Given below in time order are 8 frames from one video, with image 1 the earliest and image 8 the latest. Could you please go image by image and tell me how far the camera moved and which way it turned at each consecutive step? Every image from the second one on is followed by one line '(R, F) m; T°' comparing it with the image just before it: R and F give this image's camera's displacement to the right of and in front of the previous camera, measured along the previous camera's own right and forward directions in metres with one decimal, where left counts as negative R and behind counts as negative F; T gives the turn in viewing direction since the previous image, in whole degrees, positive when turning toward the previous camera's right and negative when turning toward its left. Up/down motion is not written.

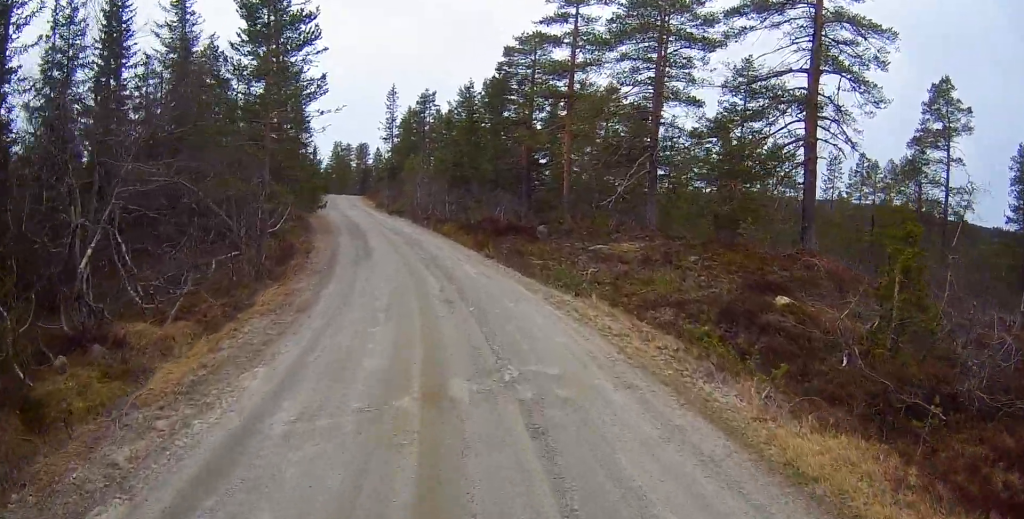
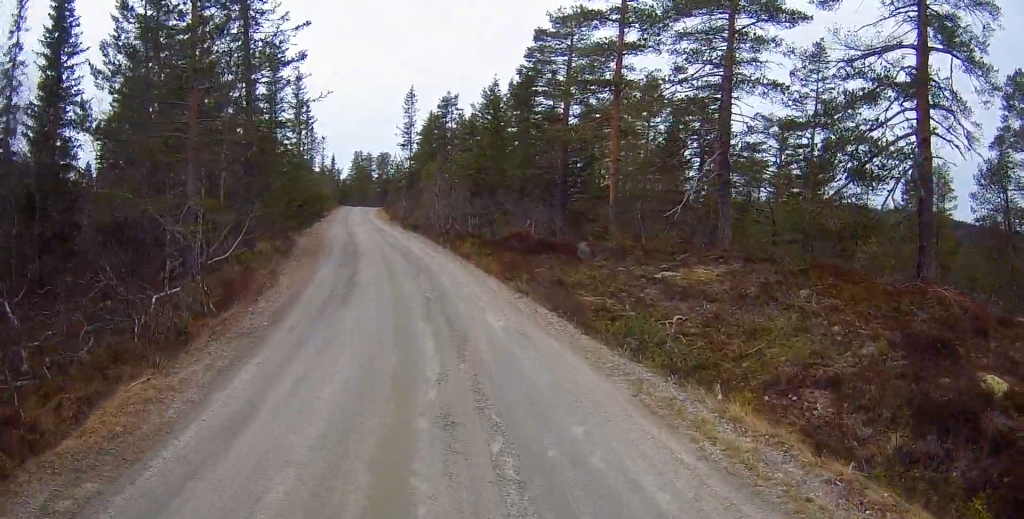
(-0.1, +6.3) m; -2°
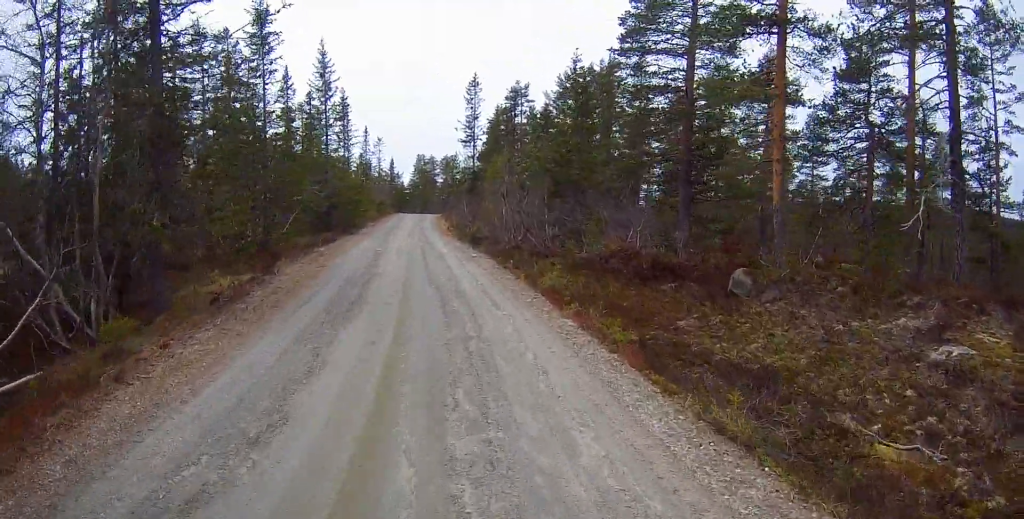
(-0.4, +9.7) m; -4°
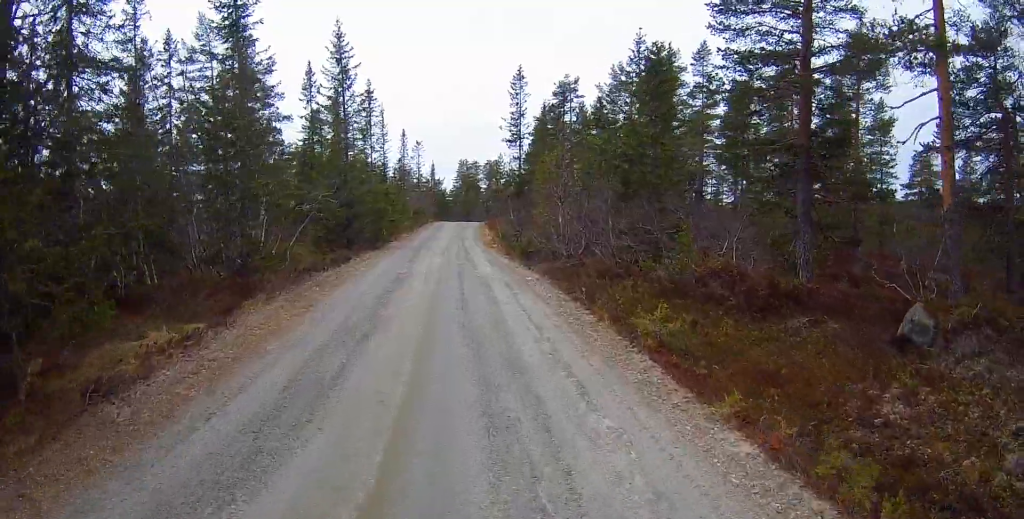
(-0.1, +5.7) m; -4°
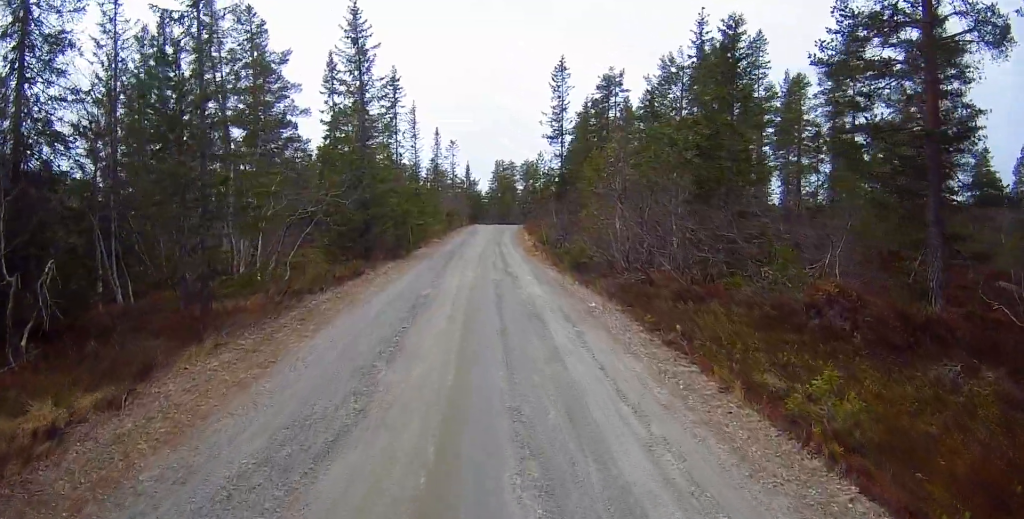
(-0.2, +4.3) m; -4°
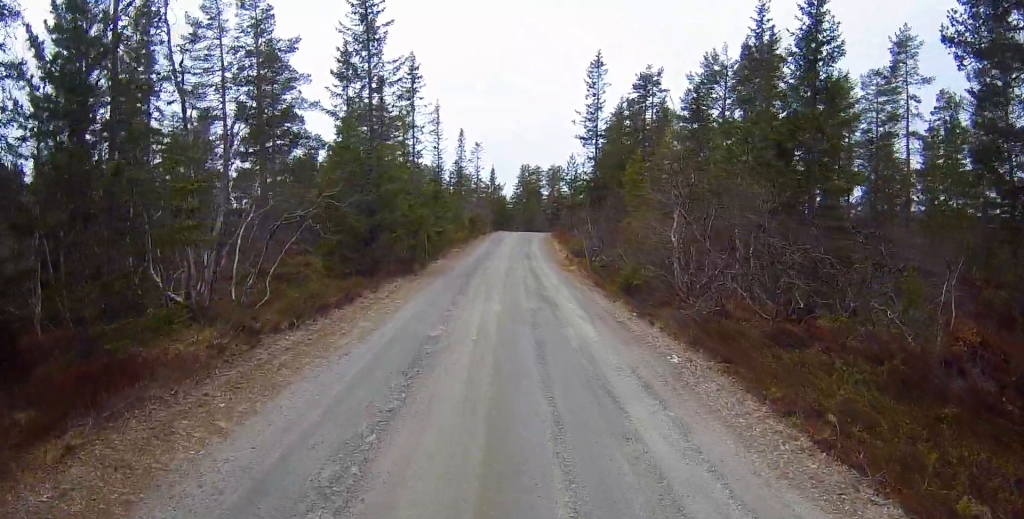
(-0.2, +3.9) m; 0°
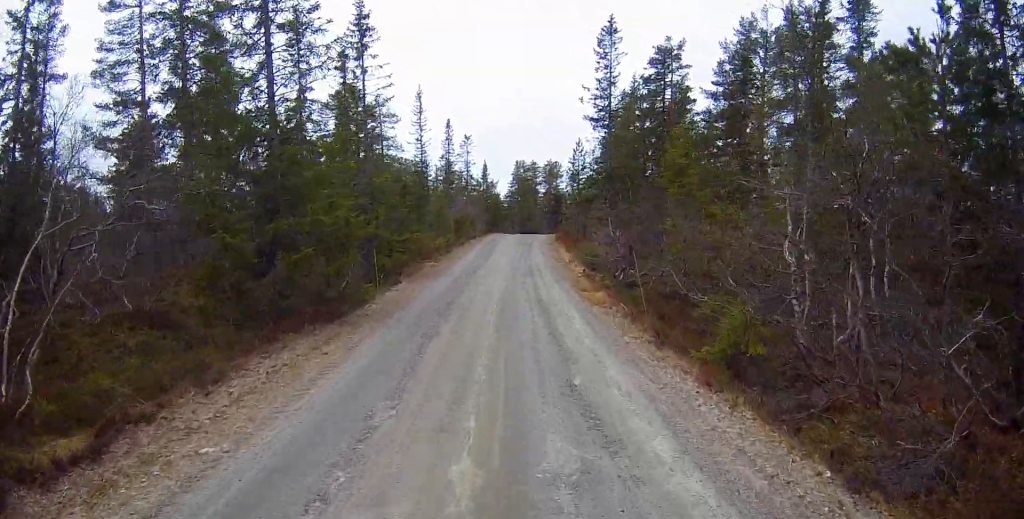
(+0.2, +8.5) m; +1°
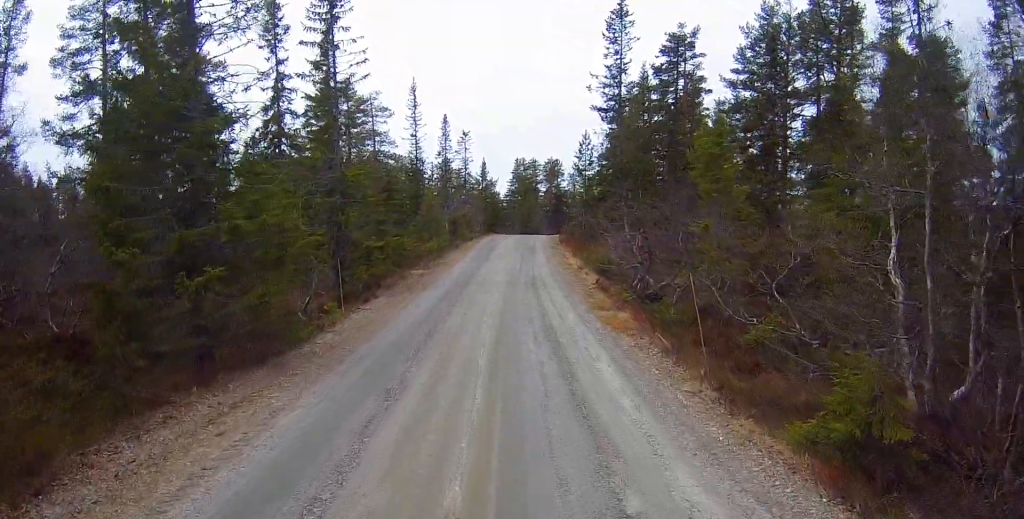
(0.0, +3.4) m; -2°
